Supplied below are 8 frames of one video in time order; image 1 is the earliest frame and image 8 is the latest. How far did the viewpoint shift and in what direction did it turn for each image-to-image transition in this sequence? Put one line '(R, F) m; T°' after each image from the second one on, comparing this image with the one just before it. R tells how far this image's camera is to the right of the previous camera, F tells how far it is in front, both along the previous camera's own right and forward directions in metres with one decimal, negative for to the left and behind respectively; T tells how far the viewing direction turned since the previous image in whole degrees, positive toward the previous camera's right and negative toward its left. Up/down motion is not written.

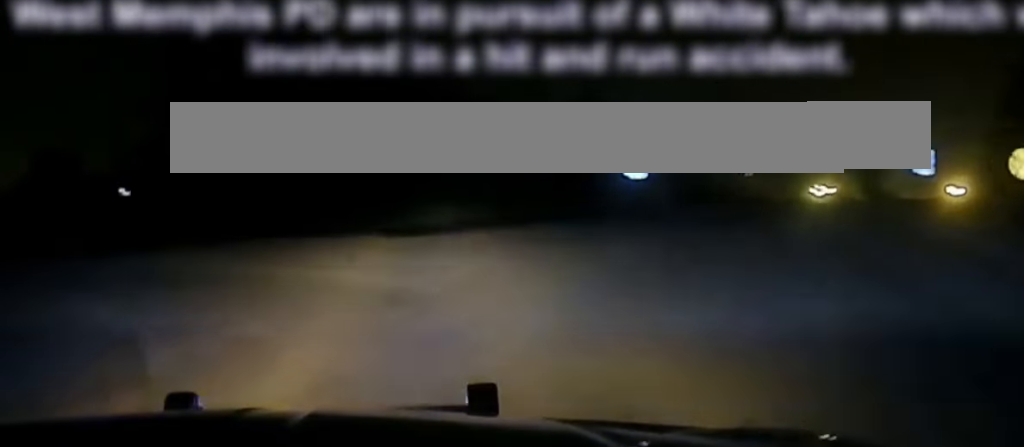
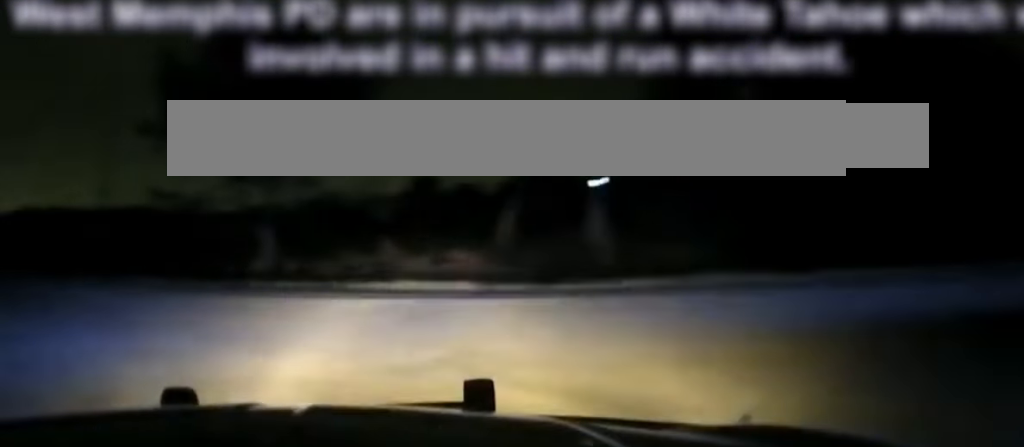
(-5.5, +14.5) m; -39°
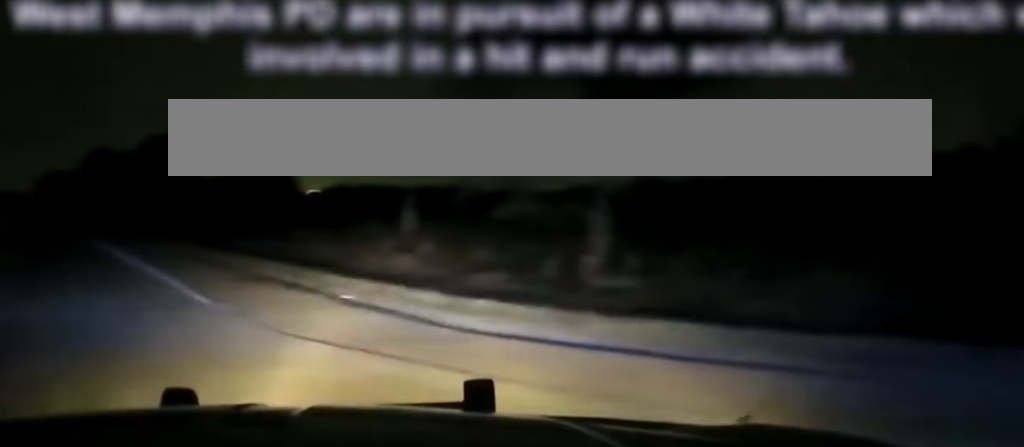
(-1.8, +9.6) m; -18°
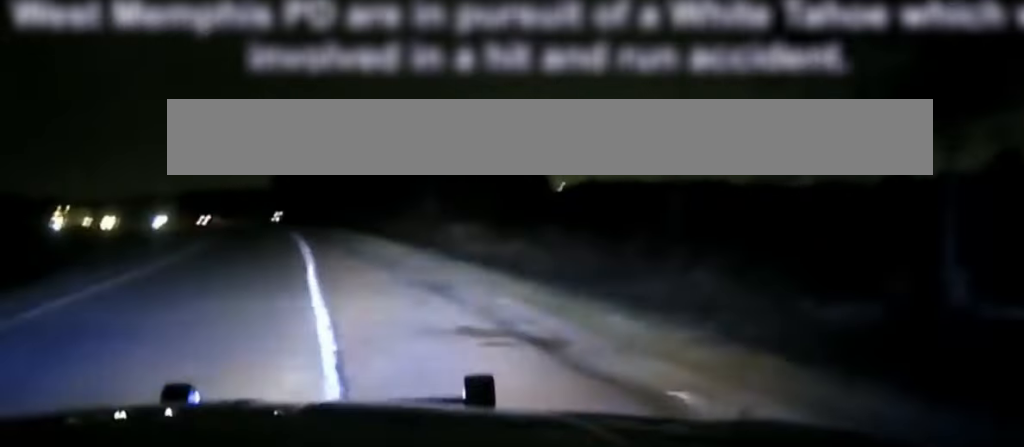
(-1.2, +9.7) m; -7°
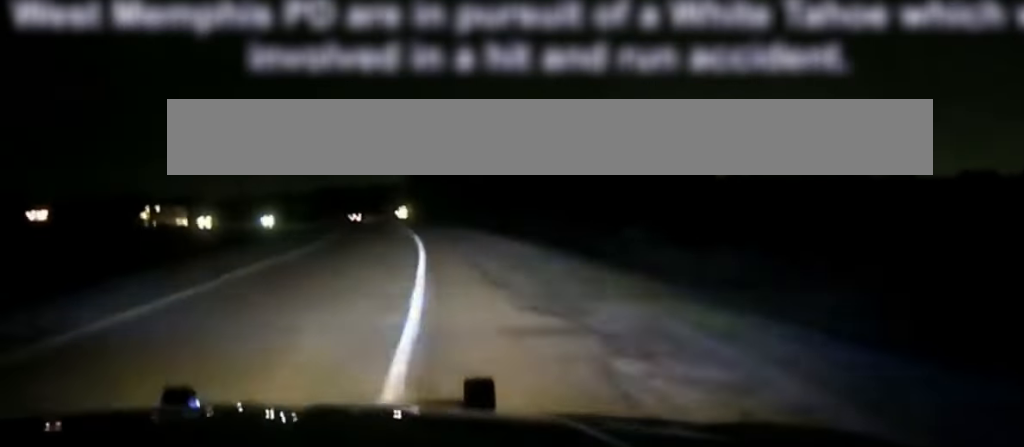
(-0.8, +12.8) m; -4°
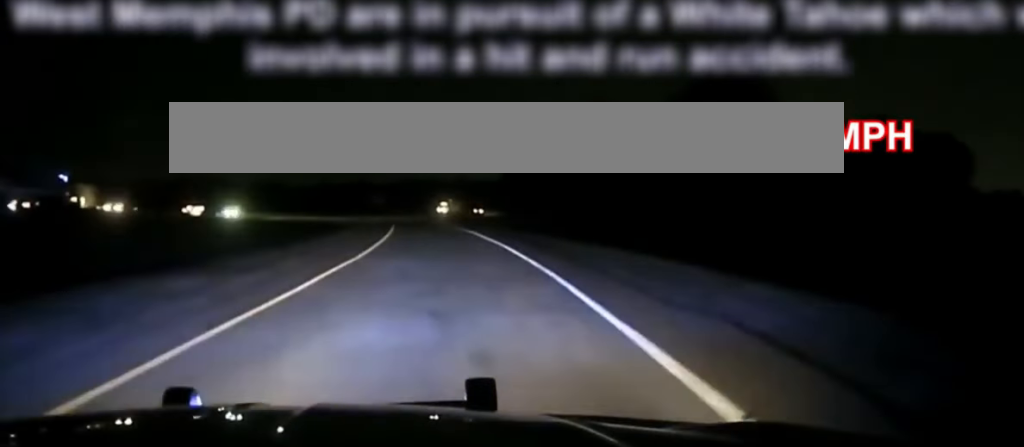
(-1.0, +38.2) m; -3°
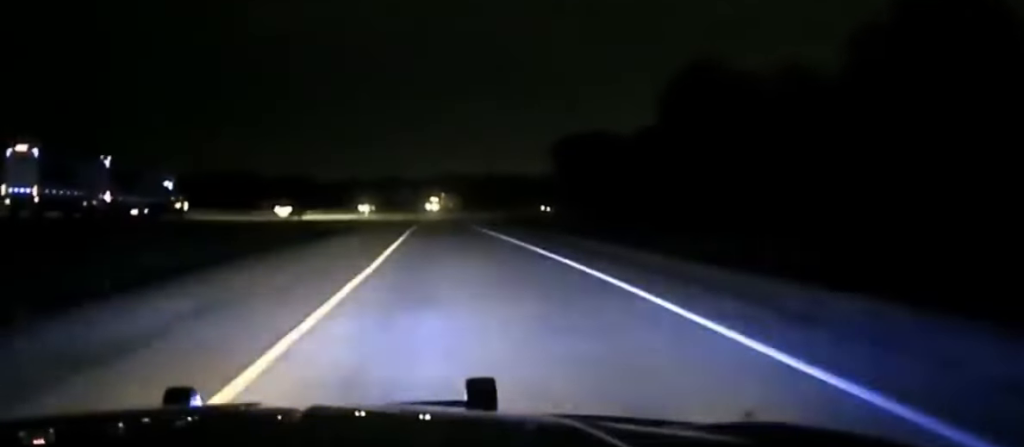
(-0.6, +32.8) m; -1°
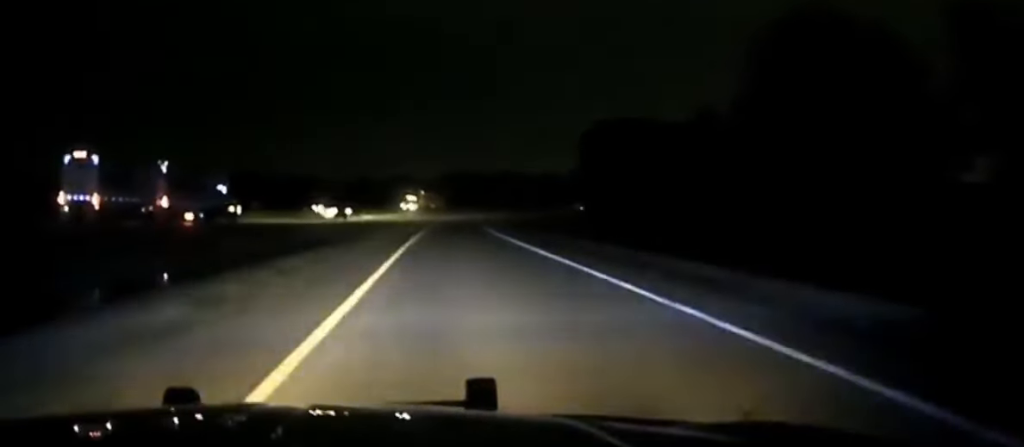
(+0.1, +20.8) m; +1°
